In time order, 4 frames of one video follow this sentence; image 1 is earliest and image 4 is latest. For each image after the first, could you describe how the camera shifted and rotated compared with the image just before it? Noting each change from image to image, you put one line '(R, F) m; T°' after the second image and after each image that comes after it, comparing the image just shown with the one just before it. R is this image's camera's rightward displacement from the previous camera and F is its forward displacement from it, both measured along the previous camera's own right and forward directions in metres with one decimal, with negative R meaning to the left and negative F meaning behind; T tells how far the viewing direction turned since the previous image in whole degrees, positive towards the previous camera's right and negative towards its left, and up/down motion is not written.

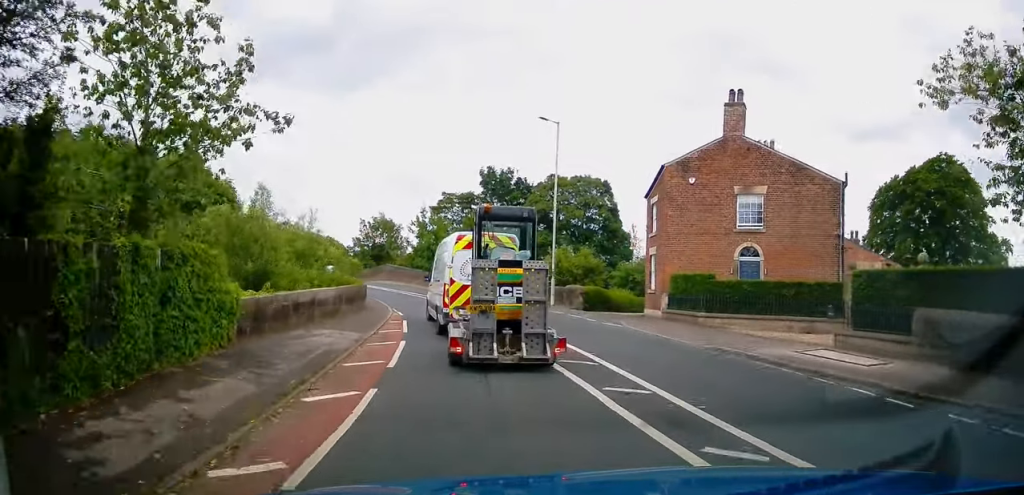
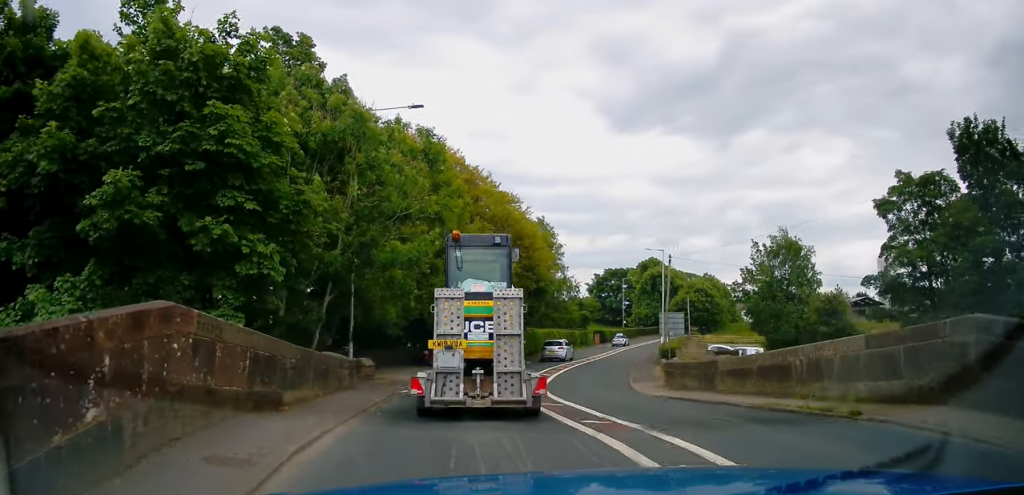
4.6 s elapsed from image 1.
(-7.2, +36.0) m; -32°
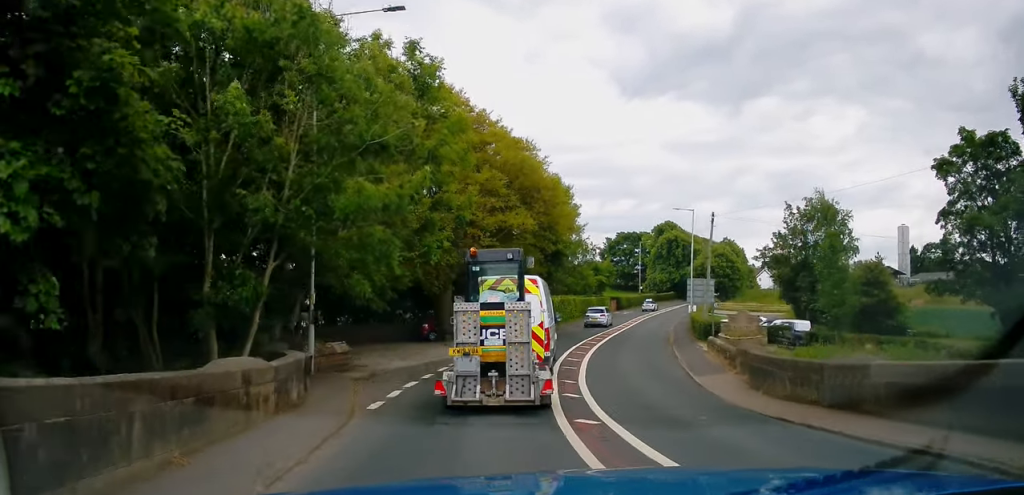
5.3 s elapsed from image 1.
(-0.1, +6.0) m; -2°
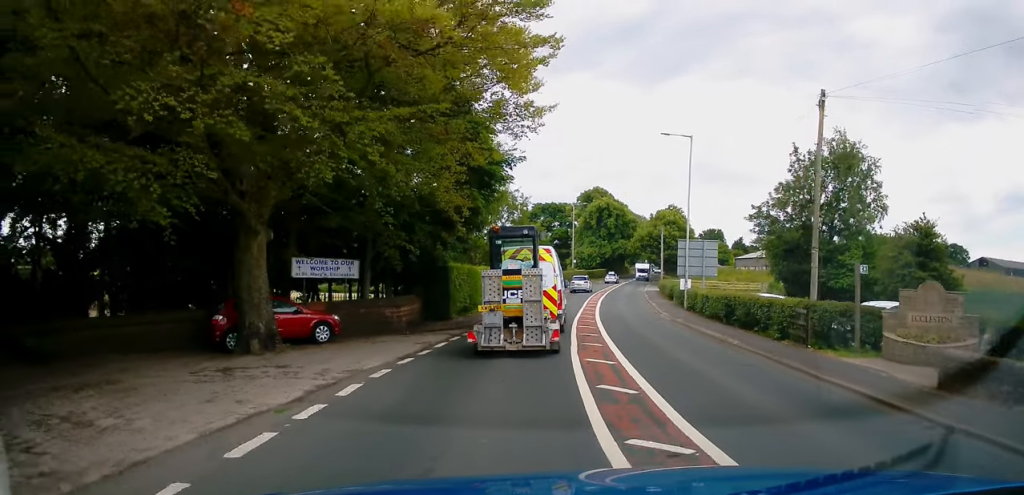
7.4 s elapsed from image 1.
(+0.7, +18.3) m; +7°
